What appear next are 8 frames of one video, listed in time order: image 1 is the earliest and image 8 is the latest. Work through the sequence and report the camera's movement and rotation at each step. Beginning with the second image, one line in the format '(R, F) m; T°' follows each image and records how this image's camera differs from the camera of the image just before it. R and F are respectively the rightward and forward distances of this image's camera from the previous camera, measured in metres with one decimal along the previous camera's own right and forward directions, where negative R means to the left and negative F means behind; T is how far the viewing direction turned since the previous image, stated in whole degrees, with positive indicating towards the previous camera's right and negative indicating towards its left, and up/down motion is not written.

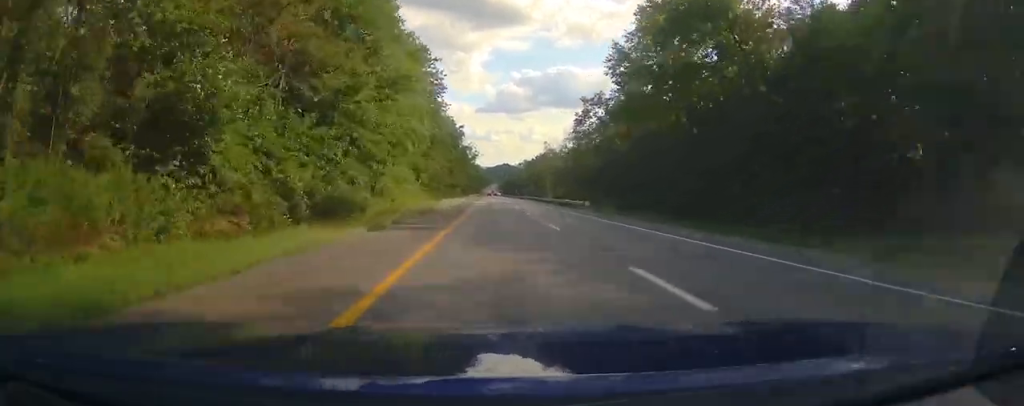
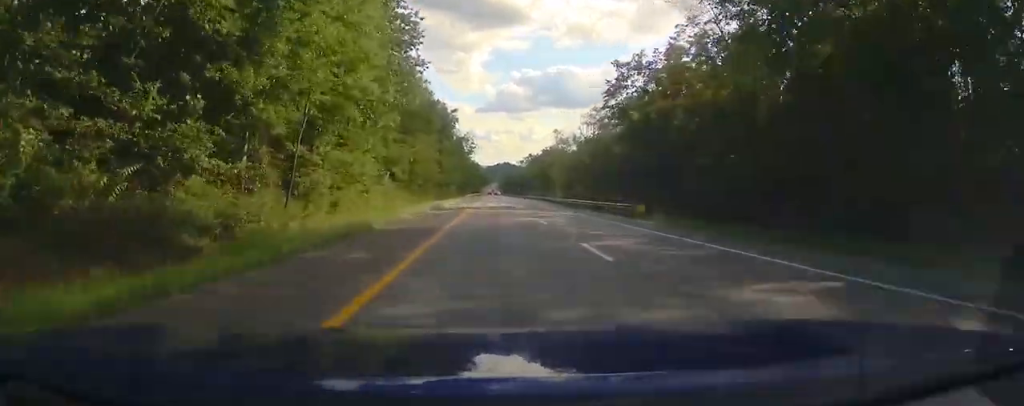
(0.0, +20.5) m; 0°
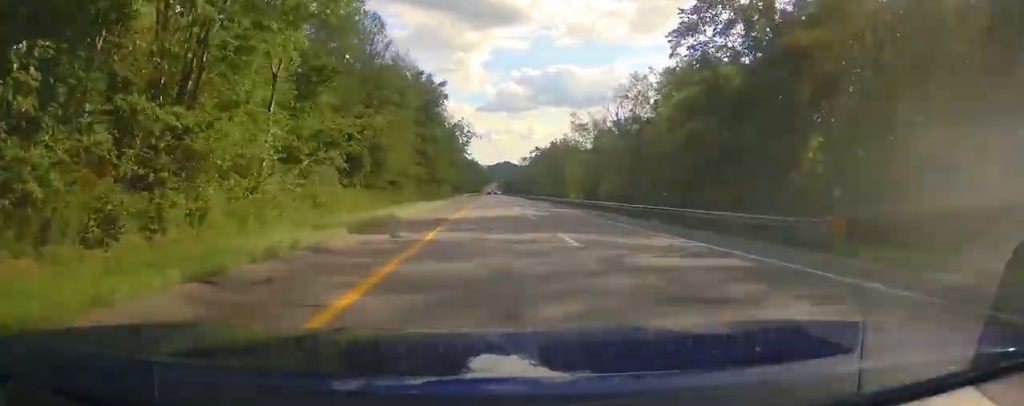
(0.0, +21.5) m; 0°
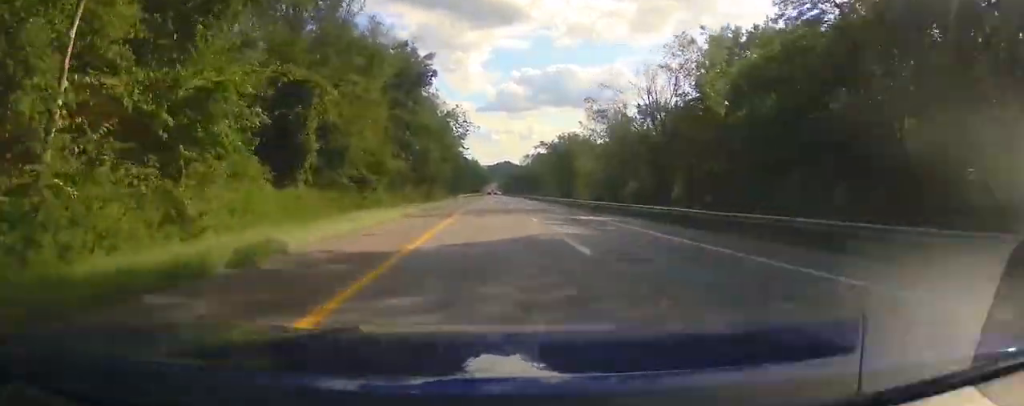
(0.0, +14.0) m; 0°
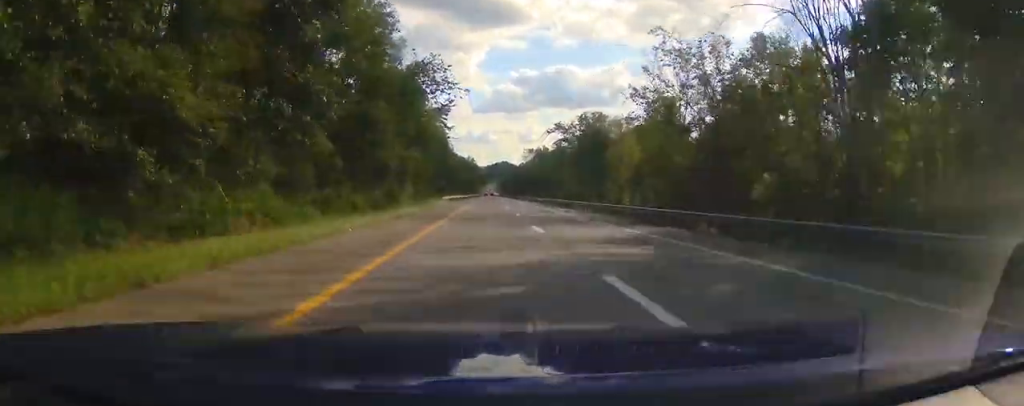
(0.0, +30.2) m; 0°
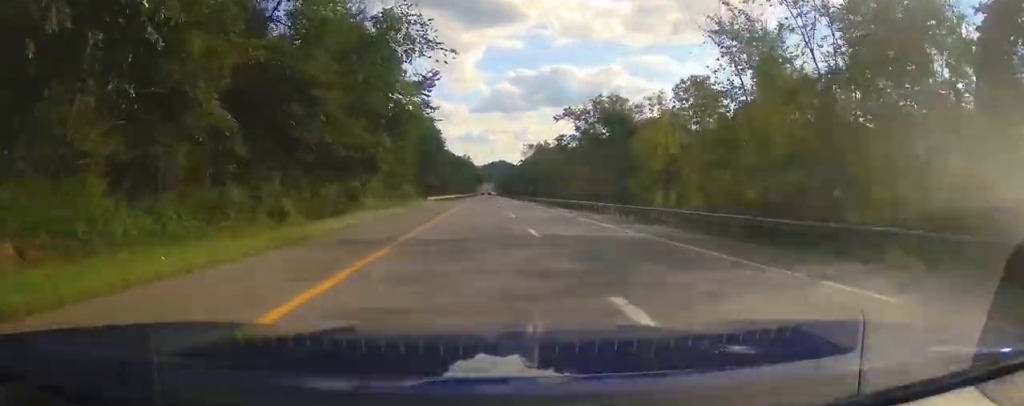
(0.0, +14.1) m; 0°
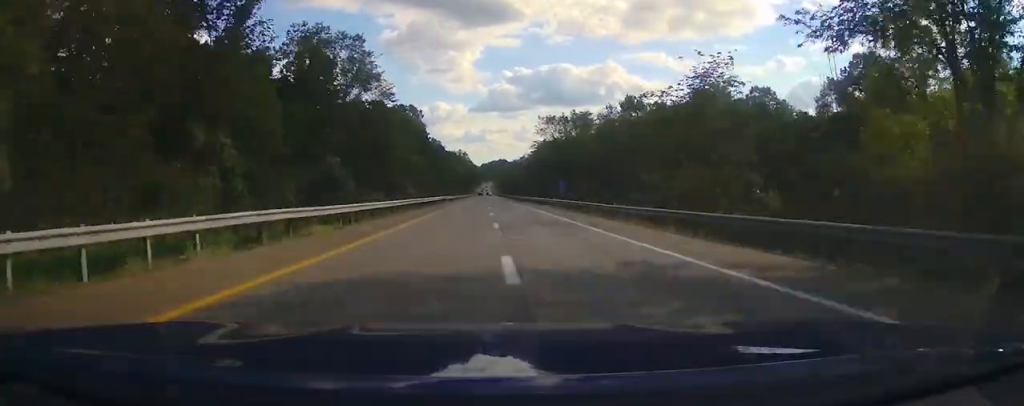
(0.0, +56.8) m; 0°
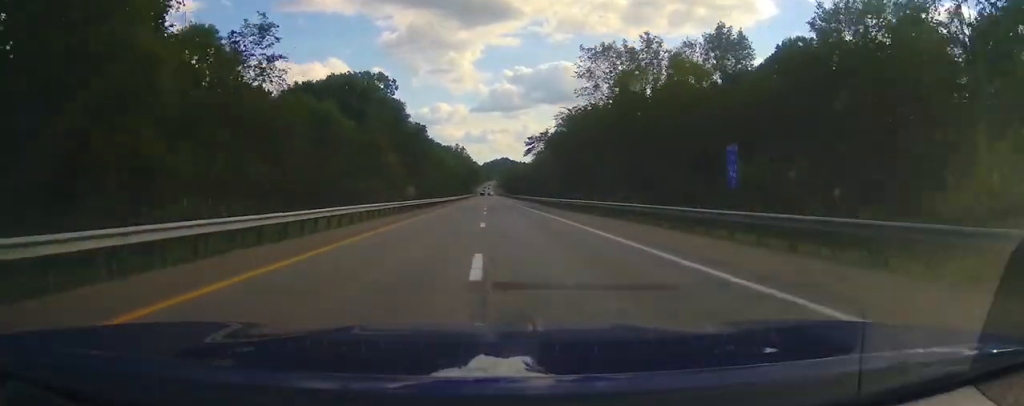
(-0.1, +48.6) m; 0°
